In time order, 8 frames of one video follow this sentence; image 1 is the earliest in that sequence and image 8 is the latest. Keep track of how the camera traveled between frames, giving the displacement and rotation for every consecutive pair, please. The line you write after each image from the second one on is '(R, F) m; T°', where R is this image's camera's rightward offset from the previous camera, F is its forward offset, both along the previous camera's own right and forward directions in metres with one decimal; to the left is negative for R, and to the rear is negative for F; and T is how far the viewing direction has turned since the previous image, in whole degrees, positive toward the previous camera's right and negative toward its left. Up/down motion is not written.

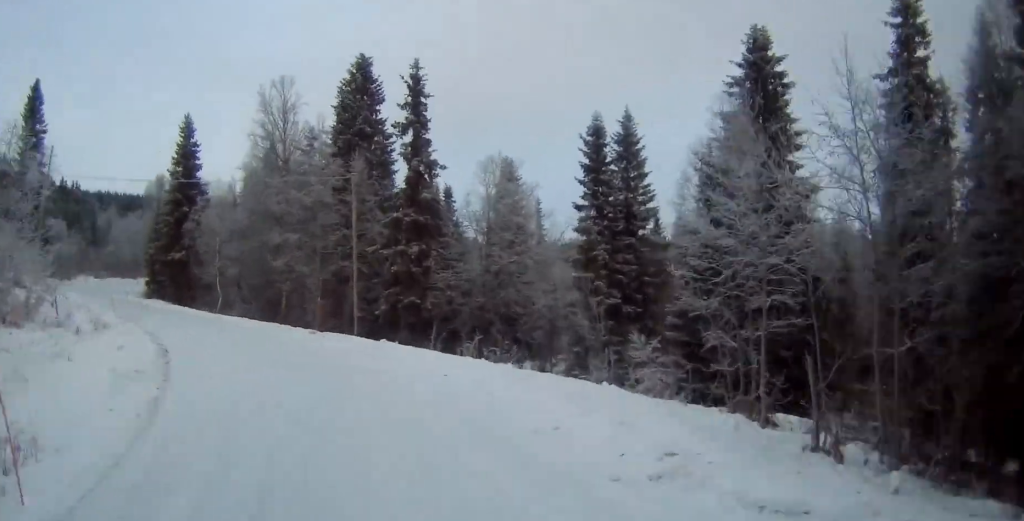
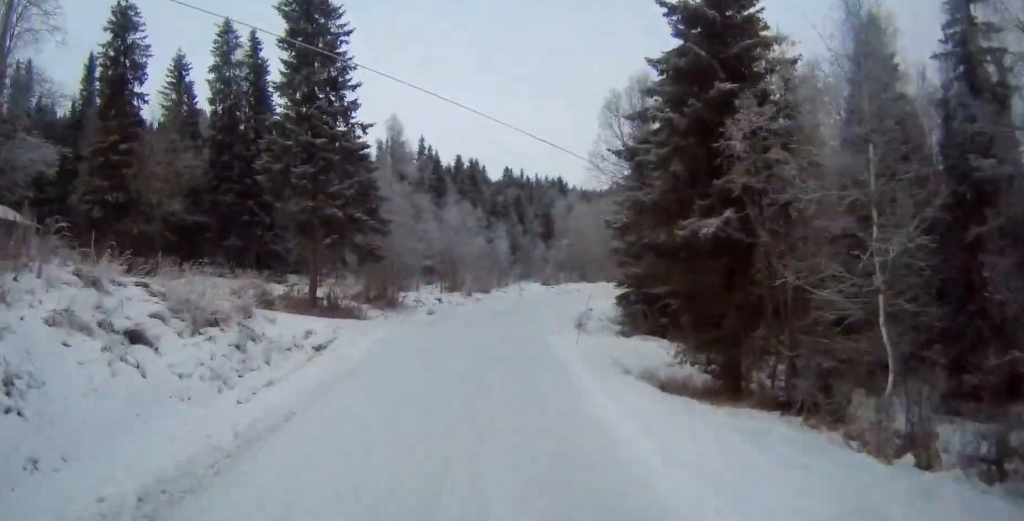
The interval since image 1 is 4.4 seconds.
(-7.2, +35.9) m; -9°
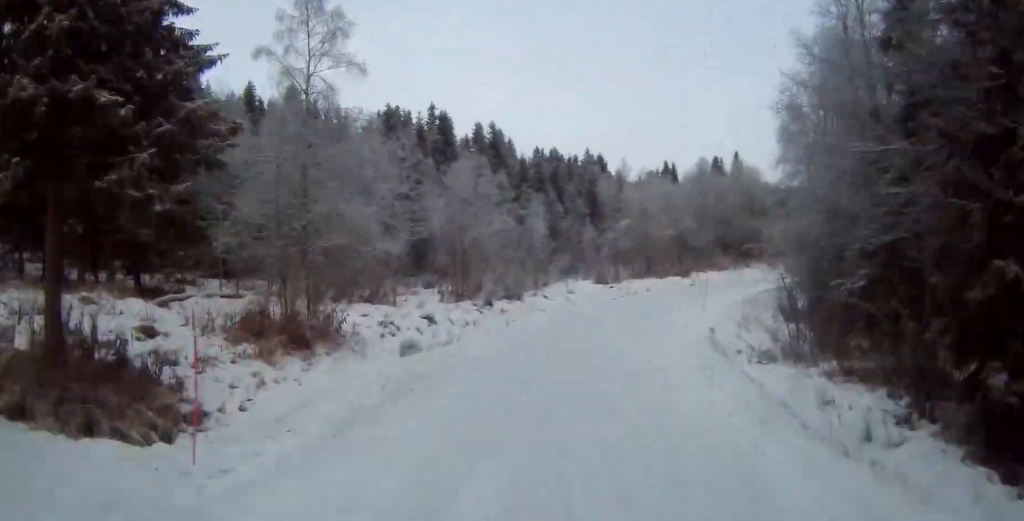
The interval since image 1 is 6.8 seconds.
(-0.8, +21.2) m; +4°
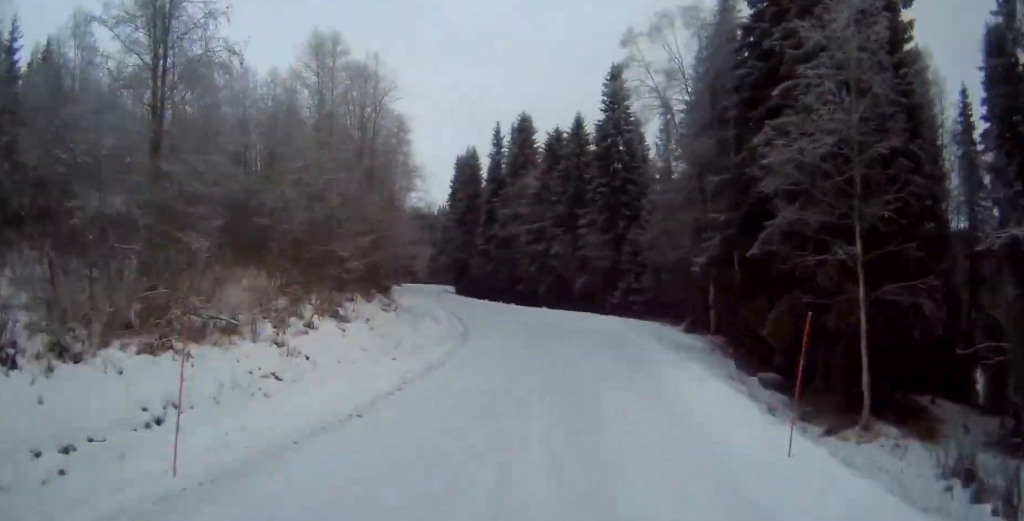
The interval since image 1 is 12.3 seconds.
(+10.2, +52.0) m; +12°
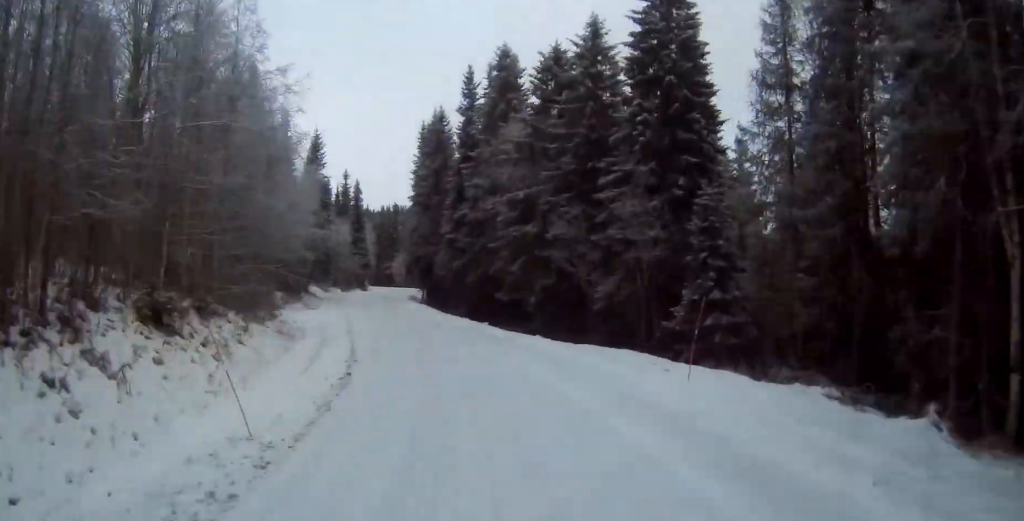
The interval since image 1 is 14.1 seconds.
(+1.7, +18.8) m; 0°
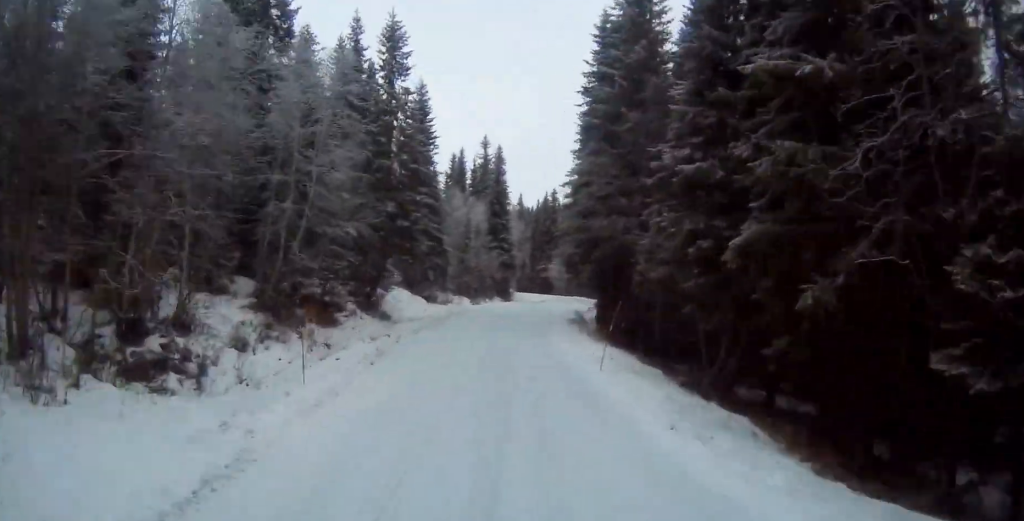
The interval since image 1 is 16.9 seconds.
(-2.9, +28.5) m; -1°
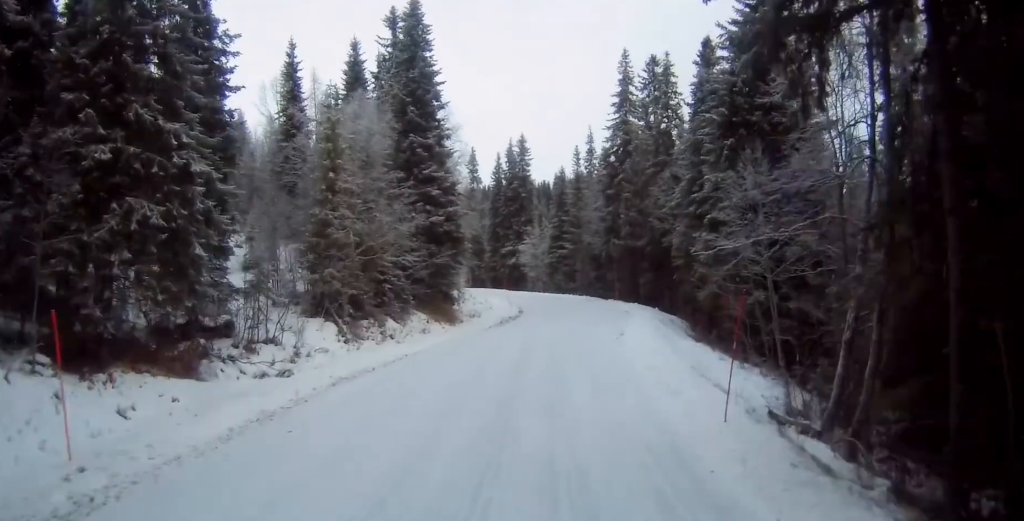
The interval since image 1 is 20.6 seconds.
(+0.8, +36.0) m; -1°
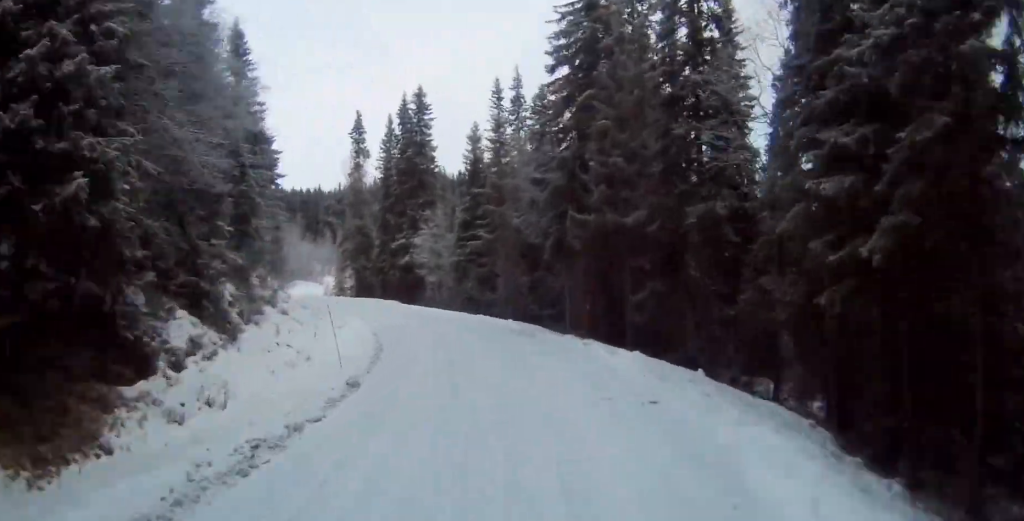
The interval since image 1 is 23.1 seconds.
(+0.2, +25.1) m; -4°
